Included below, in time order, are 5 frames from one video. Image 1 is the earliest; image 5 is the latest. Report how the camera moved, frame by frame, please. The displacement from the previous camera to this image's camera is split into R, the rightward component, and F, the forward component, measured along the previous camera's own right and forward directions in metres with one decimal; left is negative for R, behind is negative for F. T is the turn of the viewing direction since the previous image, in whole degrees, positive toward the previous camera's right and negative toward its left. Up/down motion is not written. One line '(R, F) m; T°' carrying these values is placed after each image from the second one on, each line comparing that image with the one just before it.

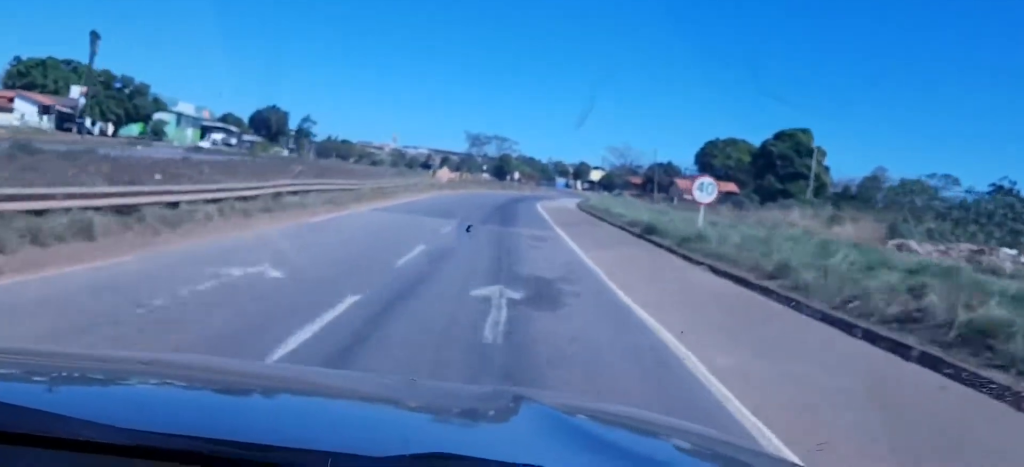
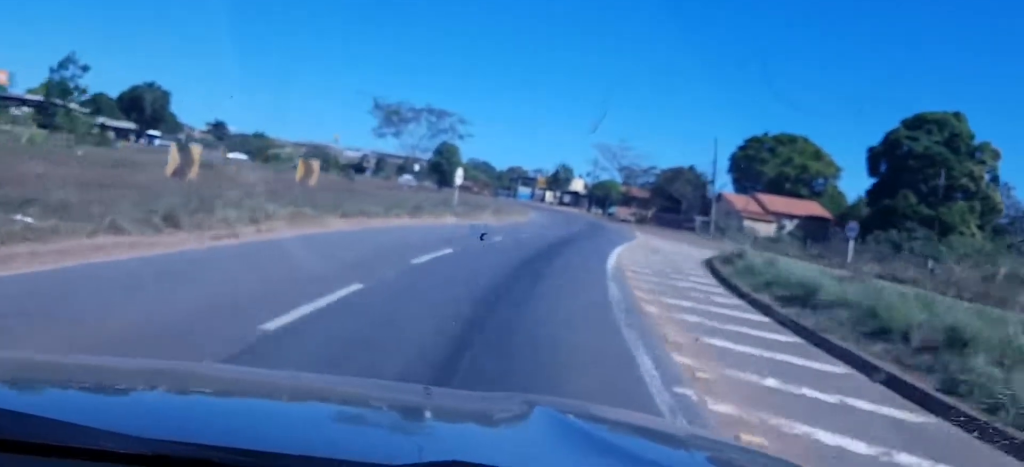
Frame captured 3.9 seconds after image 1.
(+1.4, +66.8) m; +5°
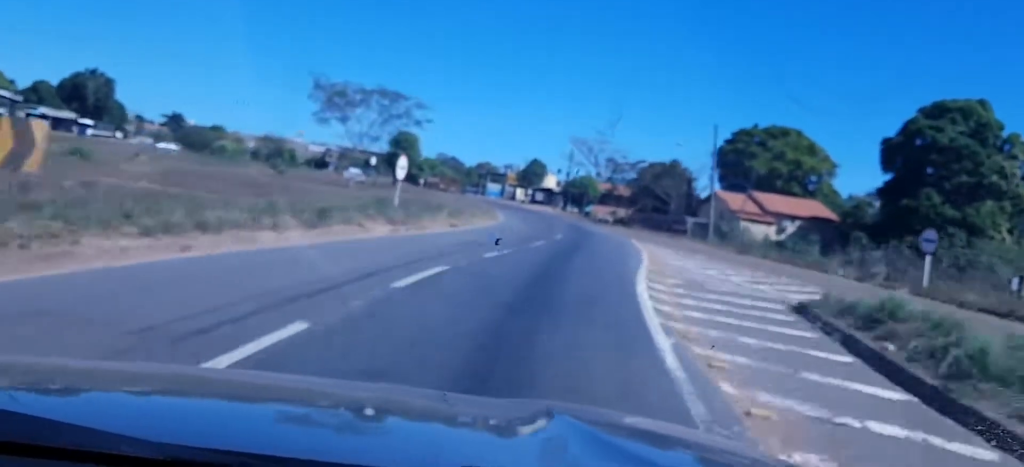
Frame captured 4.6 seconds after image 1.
(+0.4, +11.7) m; +3°
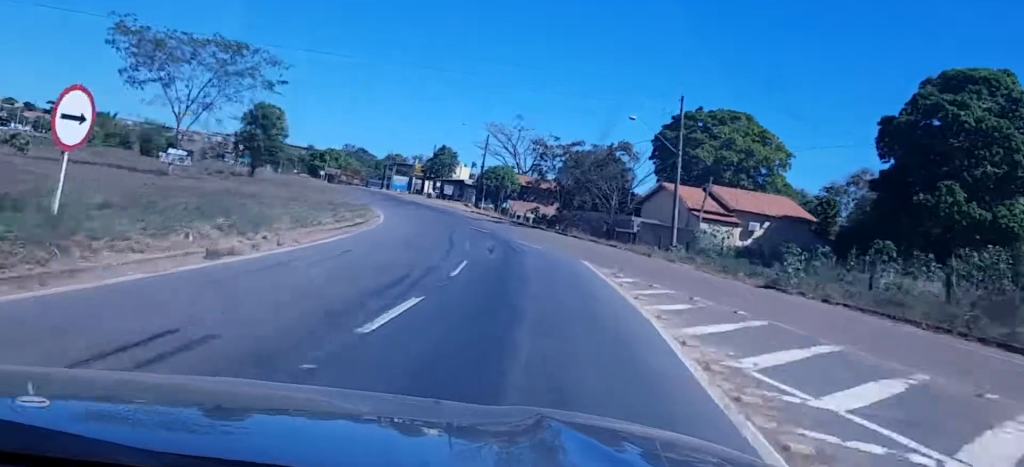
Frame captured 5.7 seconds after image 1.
(+0.9, +19.7) m; +3°
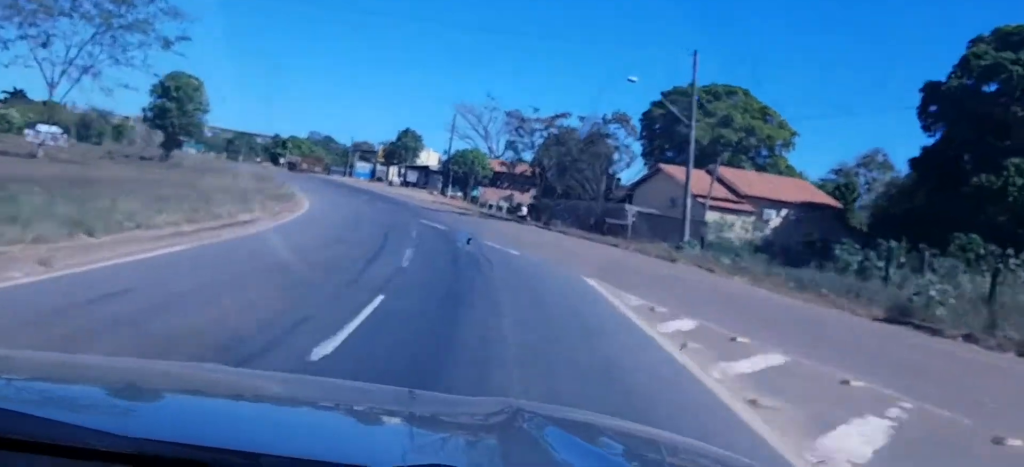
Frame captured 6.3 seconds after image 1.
(+0.1, +10.2) m; +1°
